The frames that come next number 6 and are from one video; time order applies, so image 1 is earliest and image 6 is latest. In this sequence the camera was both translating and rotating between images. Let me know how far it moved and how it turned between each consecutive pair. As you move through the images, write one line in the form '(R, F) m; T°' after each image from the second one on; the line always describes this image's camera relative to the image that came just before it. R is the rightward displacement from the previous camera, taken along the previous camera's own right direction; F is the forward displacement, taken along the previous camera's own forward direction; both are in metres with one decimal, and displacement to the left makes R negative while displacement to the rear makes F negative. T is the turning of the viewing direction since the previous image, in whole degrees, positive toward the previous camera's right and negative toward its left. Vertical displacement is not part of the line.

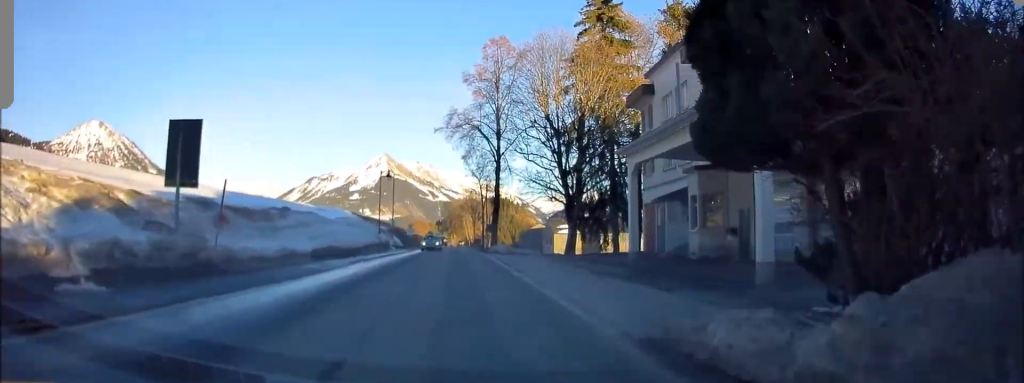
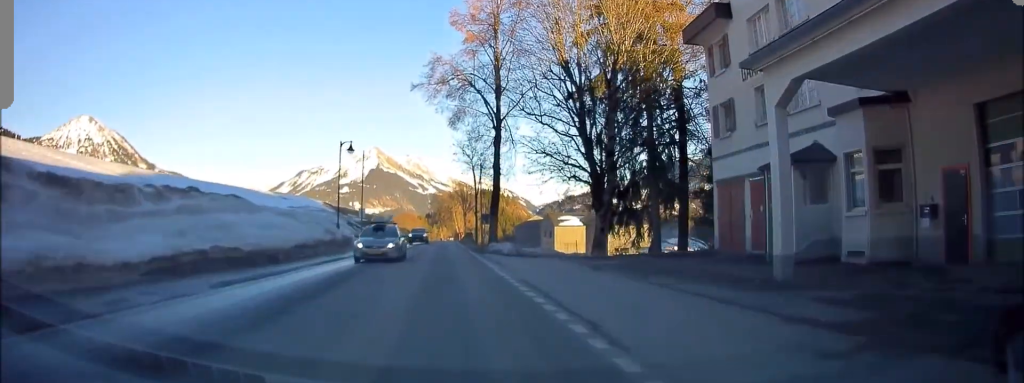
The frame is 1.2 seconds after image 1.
(+0.1, +12.3) m; +1°
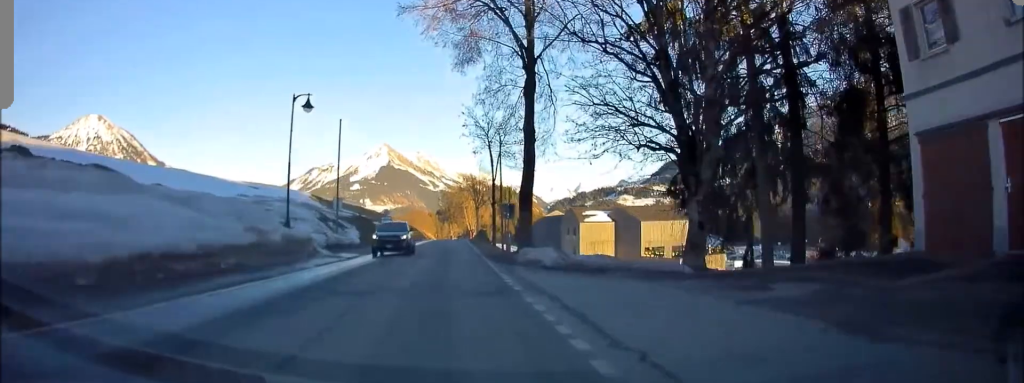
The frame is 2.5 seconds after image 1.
(-0.1, +13.0) m; -3°
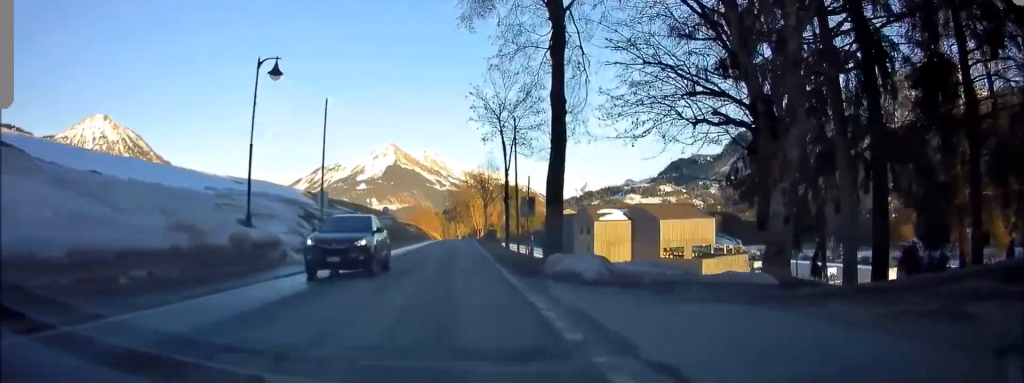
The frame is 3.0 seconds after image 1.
(-0.2, +5.3) m; -1°
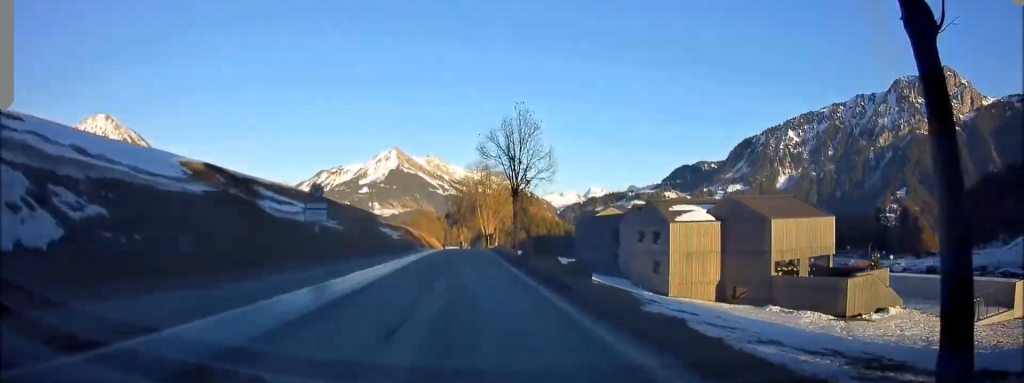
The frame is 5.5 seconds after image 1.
(+0.2, +28.4) m; +3°
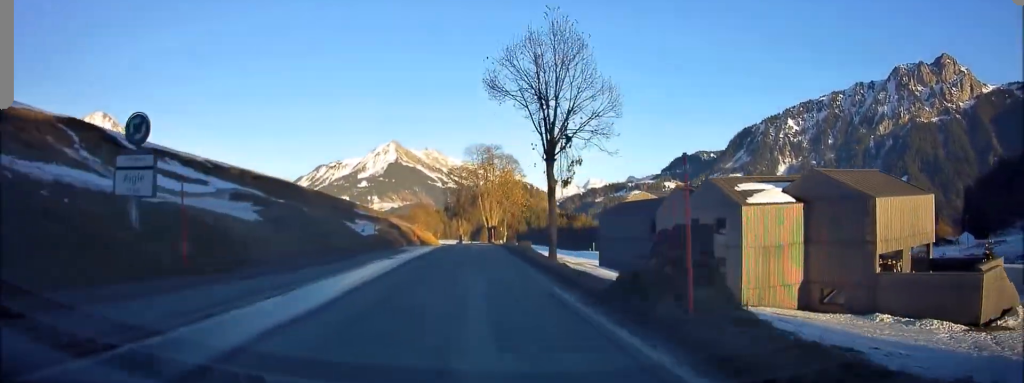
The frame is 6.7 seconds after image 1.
(+0.3, +14.6) m; +1°
